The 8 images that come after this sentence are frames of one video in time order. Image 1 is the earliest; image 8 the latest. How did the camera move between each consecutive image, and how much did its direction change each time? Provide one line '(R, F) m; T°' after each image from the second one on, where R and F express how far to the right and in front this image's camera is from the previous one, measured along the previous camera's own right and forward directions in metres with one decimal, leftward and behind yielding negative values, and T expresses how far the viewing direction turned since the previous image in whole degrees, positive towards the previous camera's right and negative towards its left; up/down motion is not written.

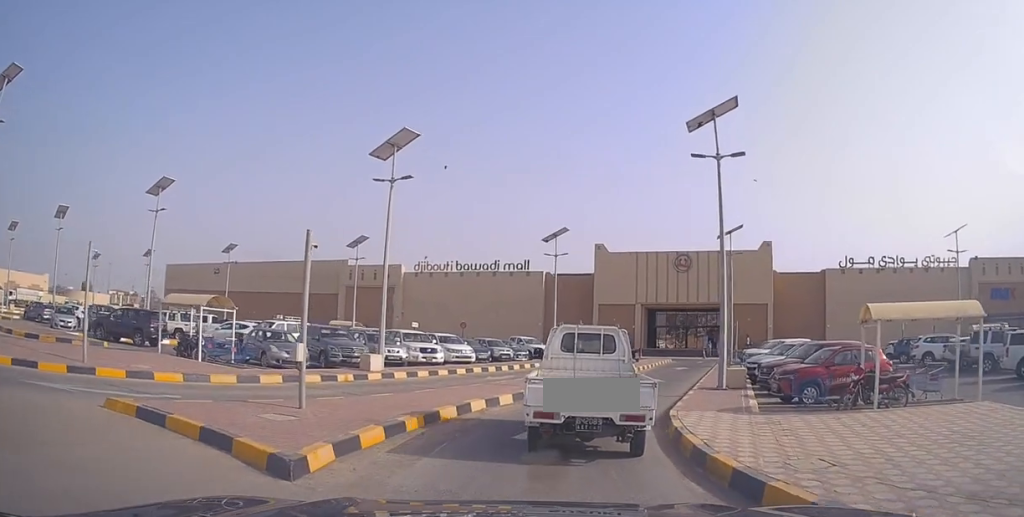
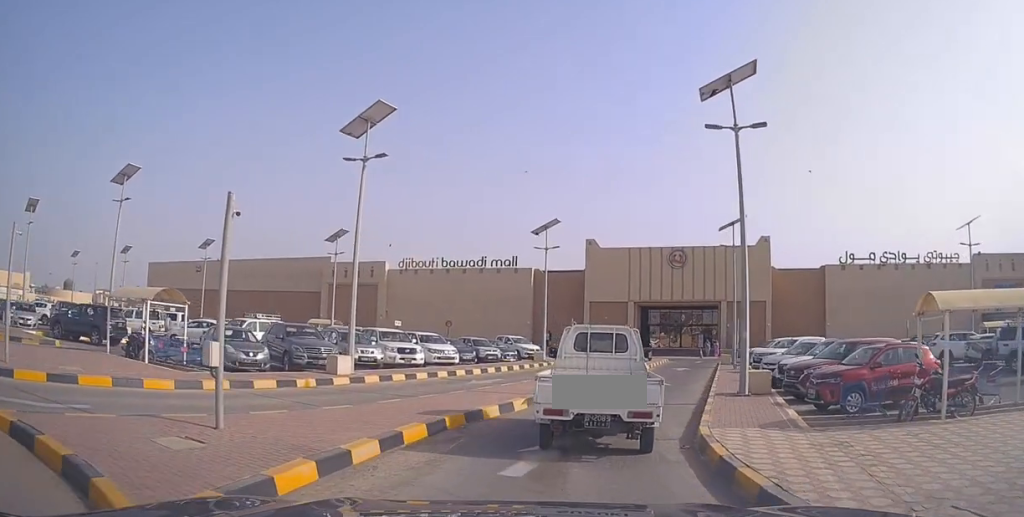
(0.0, +2.8) m; 0°
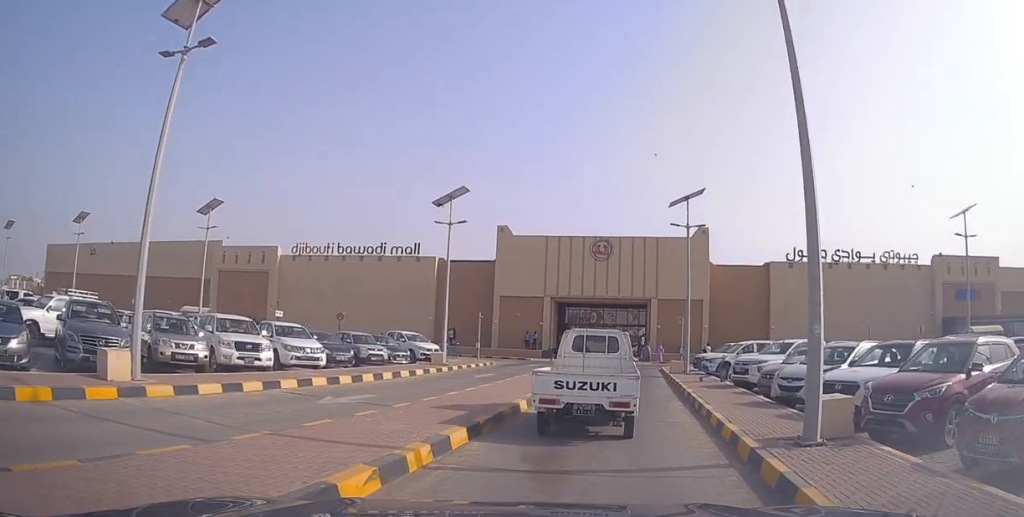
(-0.1, +8.1) m; +4°
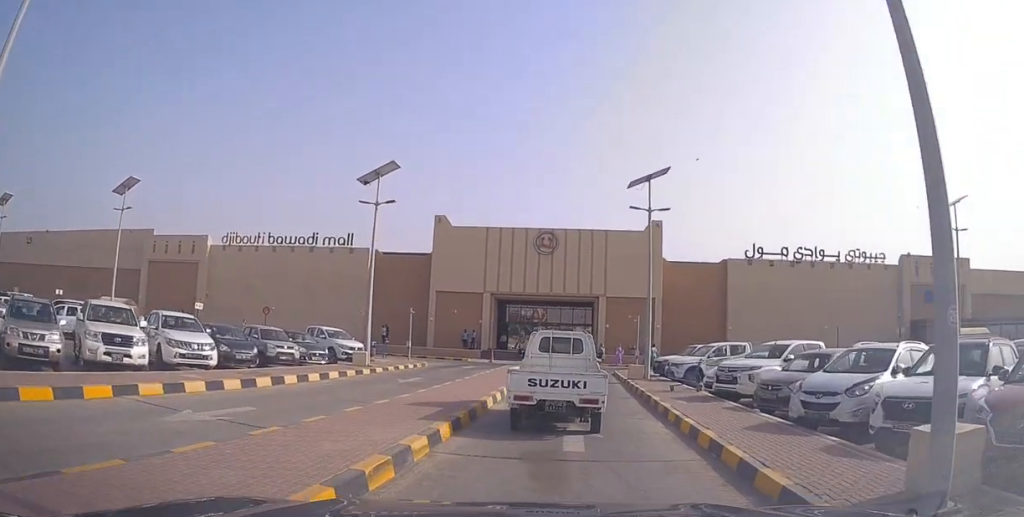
(+0.3, +3.9) m; +8°
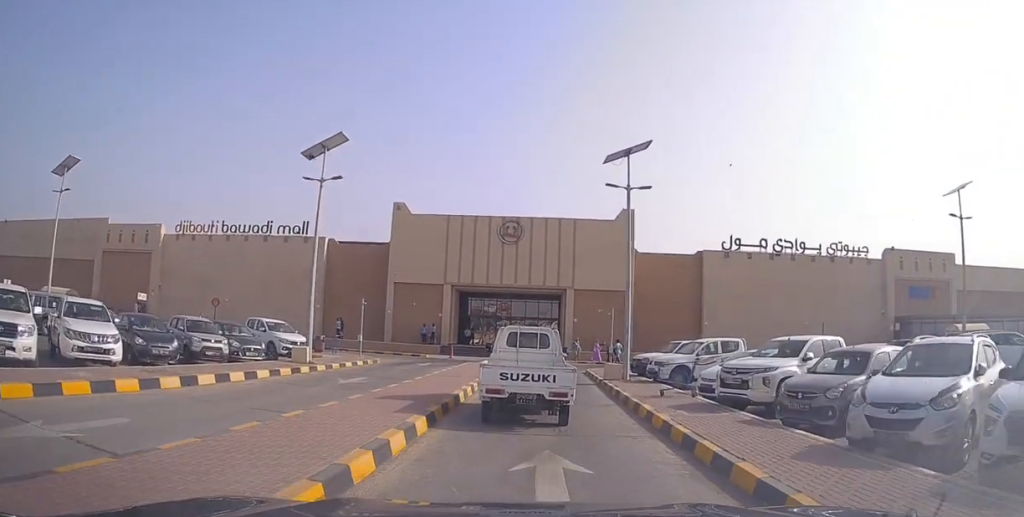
(+0.2, +3.1) m; +5°
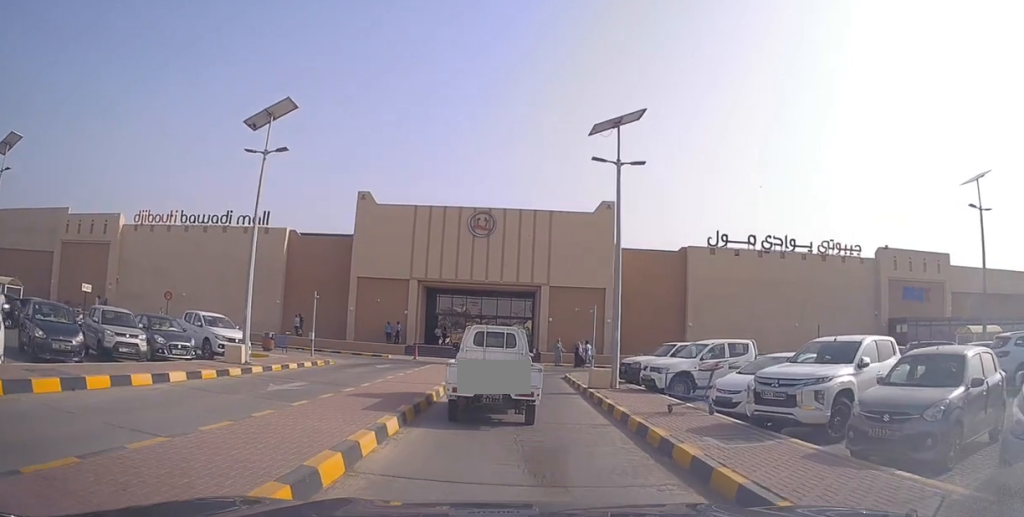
(0.0, +3.4) m; +2°
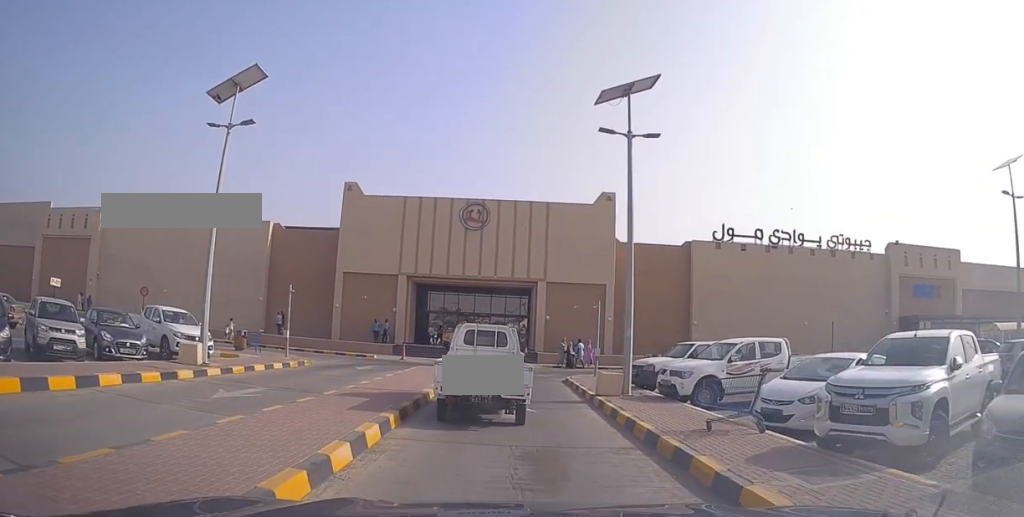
(+0.1, +2.7) m; 0°
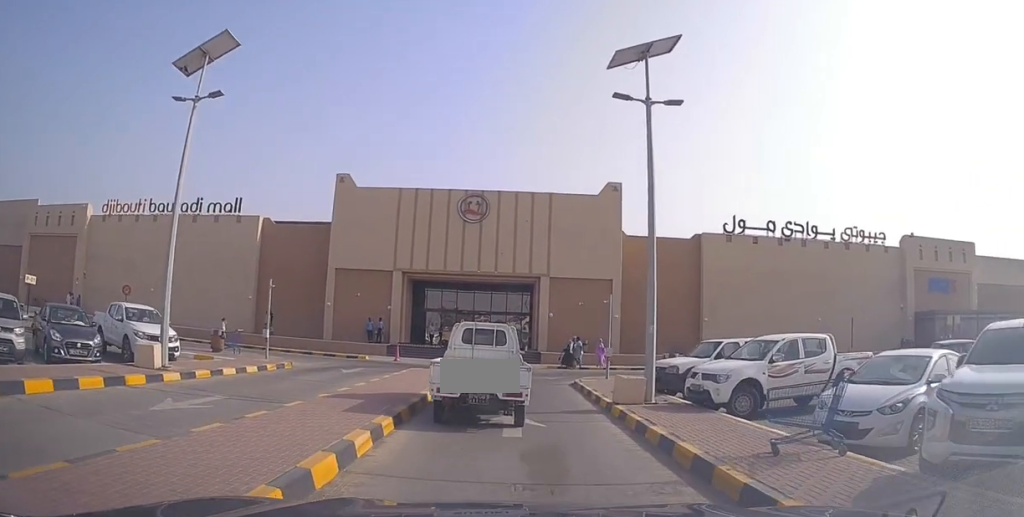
(0.0, +2.3) m; +1°
